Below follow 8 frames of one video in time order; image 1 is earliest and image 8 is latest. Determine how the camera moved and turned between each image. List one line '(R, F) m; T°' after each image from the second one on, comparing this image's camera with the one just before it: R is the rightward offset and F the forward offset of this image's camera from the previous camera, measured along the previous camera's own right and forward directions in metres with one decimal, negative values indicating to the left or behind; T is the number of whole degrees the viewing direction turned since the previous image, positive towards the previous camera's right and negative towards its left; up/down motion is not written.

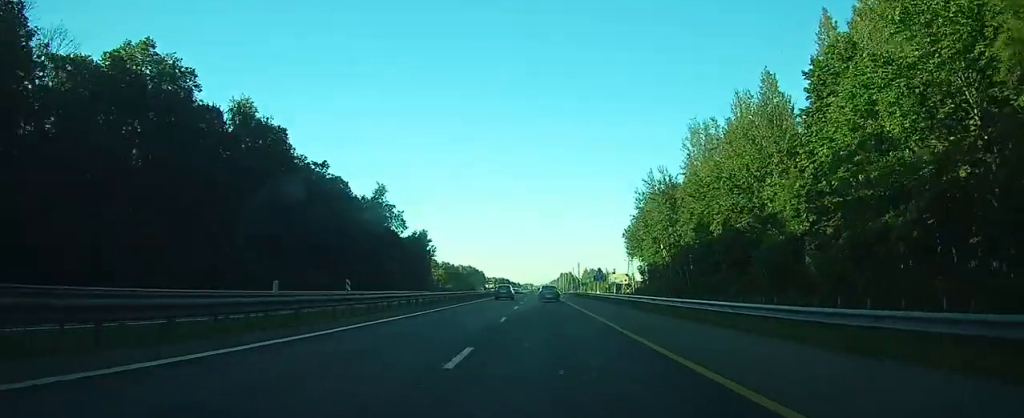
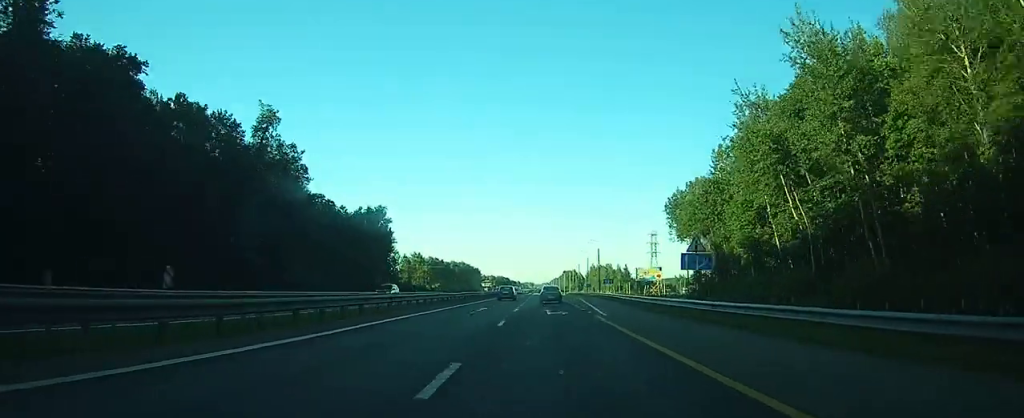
(0.0, +49.9) m; 0°
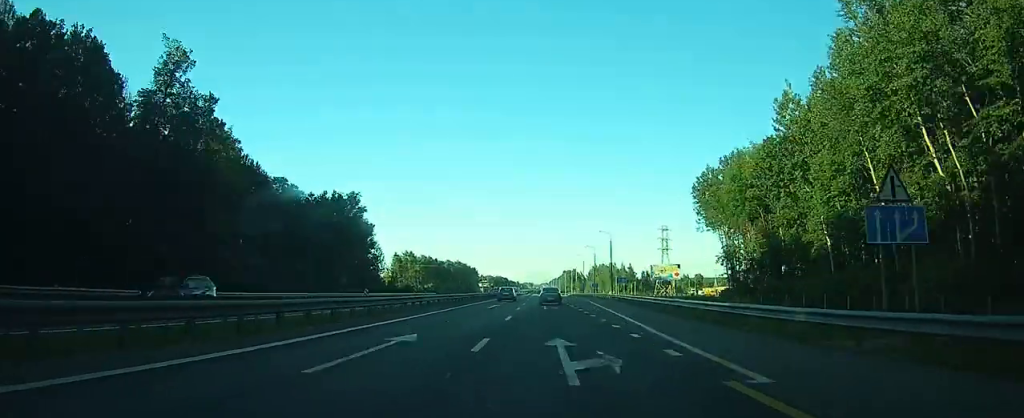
(0.0, +18.9) m; 0°
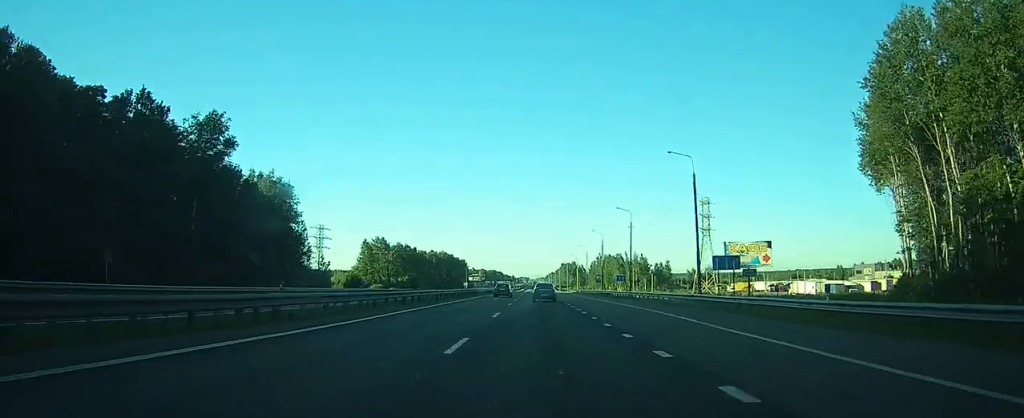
(+0.1, +48.9) m; 0°
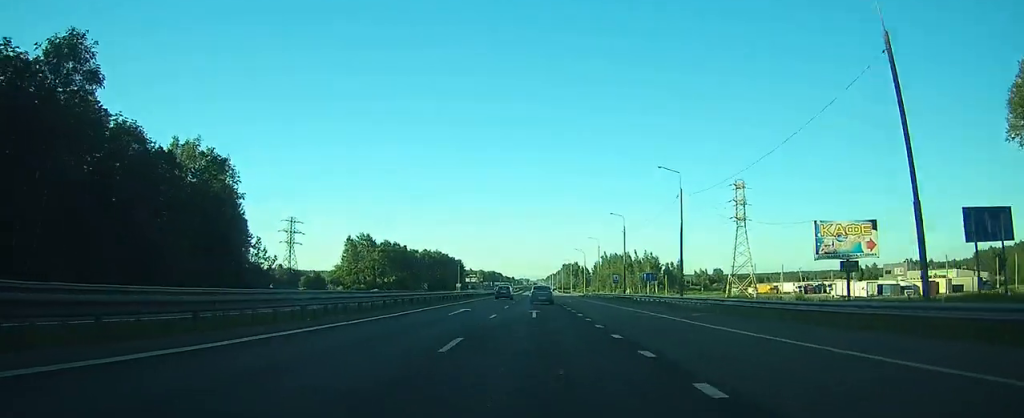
(0.0, +23.3) m; 0°
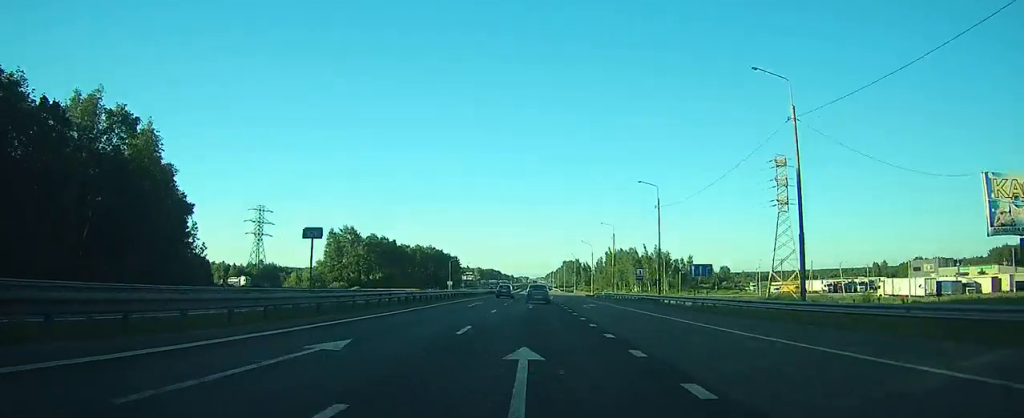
(0.0, +20.0) m; 0°
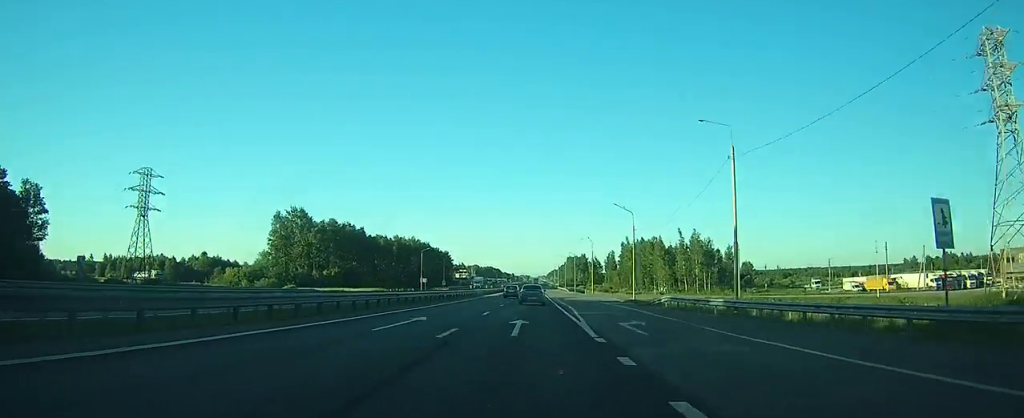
(+0.1, +49.0) m; 0°
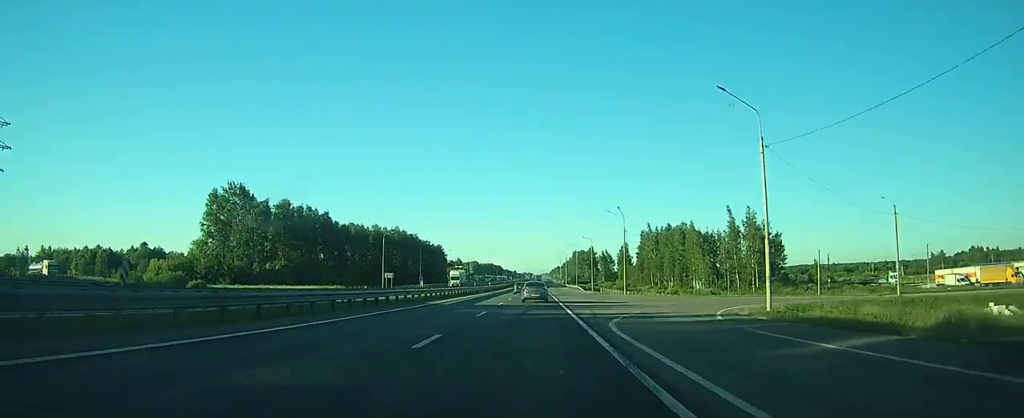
(-0.1, +38.8) m; 0°
